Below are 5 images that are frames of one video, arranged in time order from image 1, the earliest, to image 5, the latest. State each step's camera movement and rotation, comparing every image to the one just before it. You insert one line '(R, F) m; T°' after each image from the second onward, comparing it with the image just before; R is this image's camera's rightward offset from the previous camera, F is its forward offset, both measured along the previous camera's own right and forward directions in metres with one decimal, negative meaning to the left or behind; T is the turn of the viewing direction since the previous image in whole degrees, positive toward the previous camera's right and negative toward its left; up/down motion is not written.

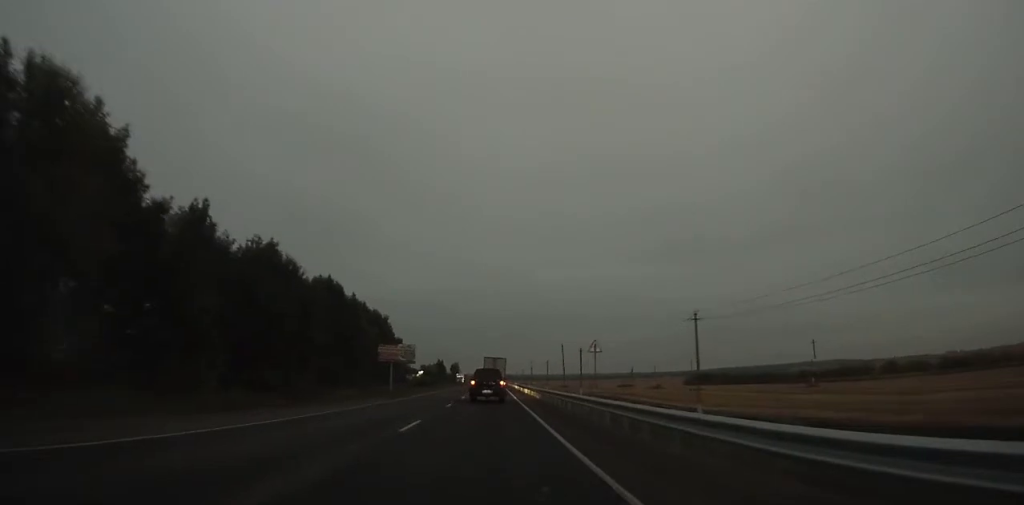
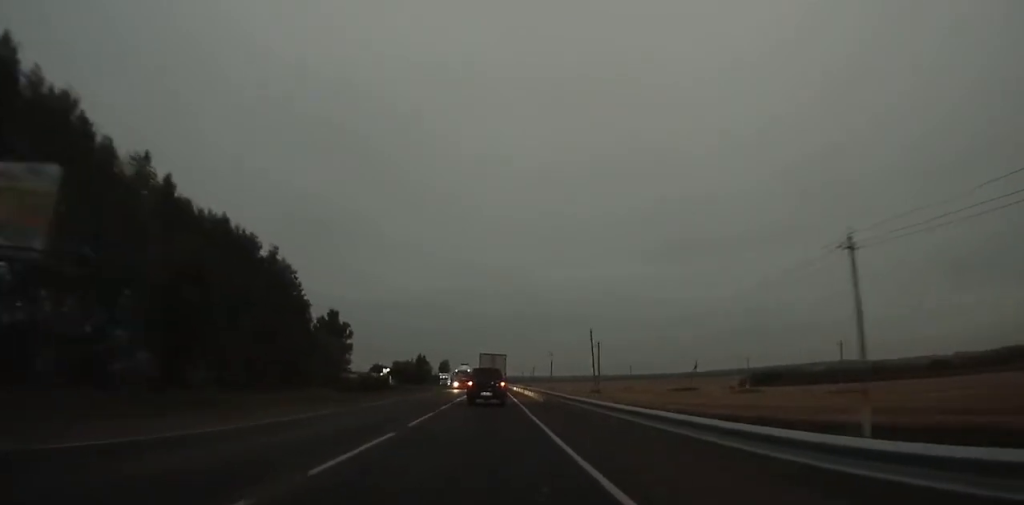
(-0.2, +77.1) m; 0°
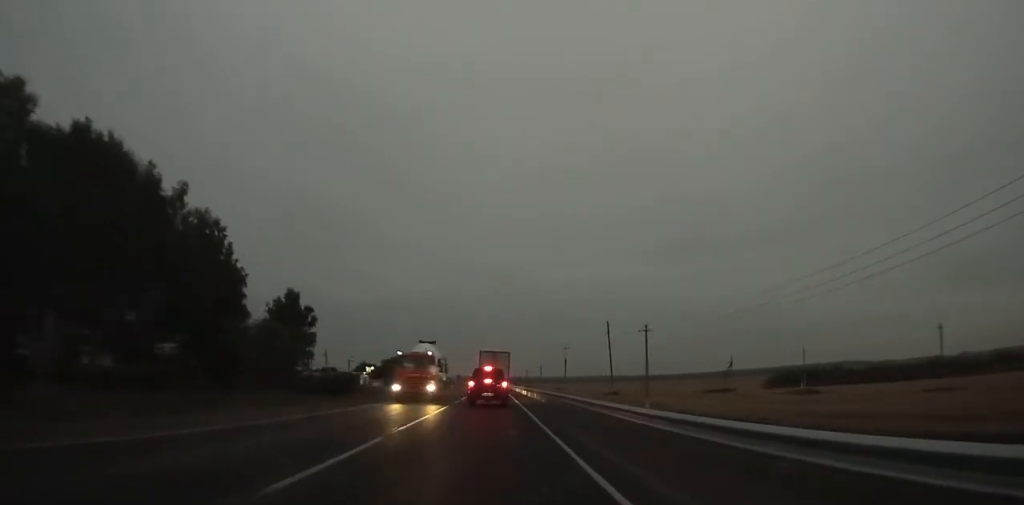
(0.0, +23.4) m; 0°
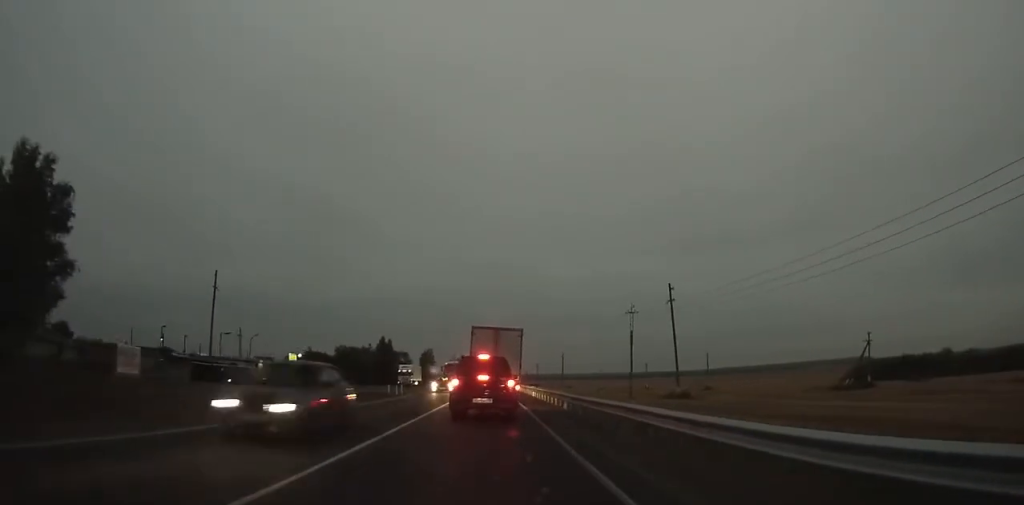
(-0.1, +54.1) m; -1°
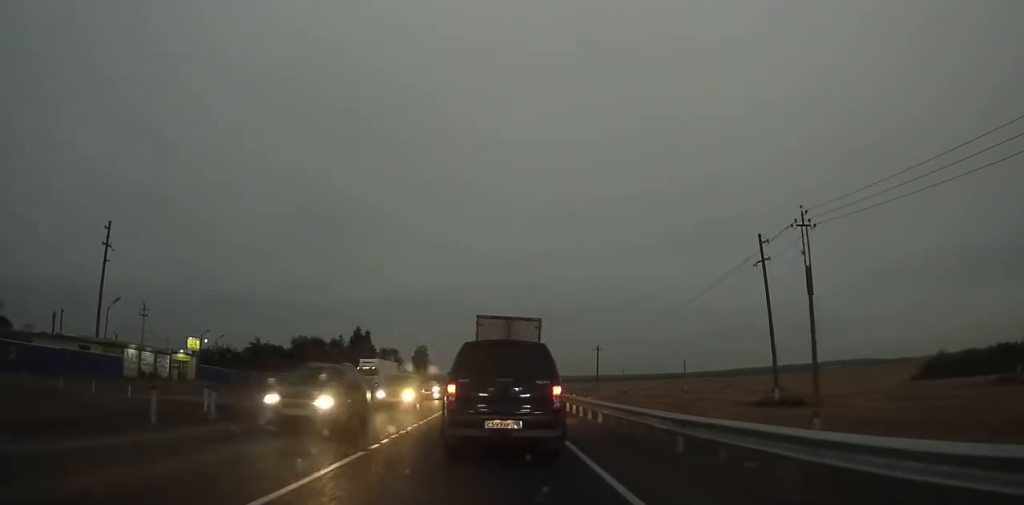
(-0.7, +40.1) m; -1°
